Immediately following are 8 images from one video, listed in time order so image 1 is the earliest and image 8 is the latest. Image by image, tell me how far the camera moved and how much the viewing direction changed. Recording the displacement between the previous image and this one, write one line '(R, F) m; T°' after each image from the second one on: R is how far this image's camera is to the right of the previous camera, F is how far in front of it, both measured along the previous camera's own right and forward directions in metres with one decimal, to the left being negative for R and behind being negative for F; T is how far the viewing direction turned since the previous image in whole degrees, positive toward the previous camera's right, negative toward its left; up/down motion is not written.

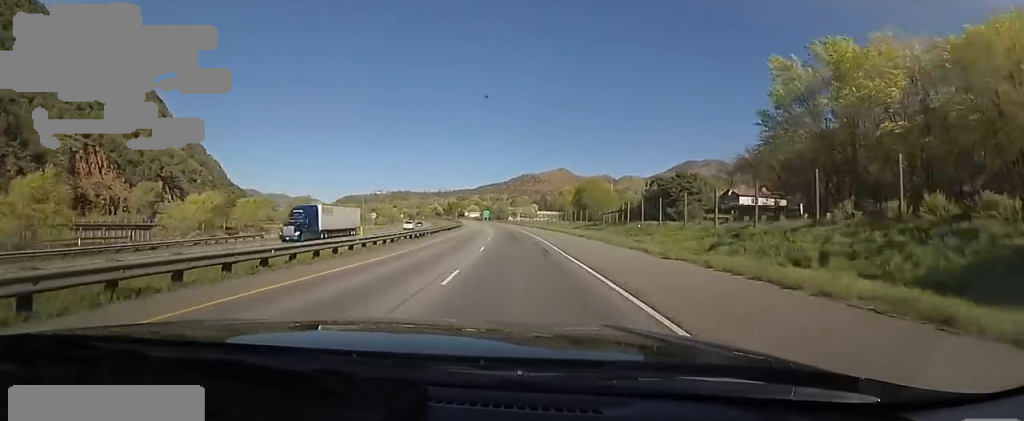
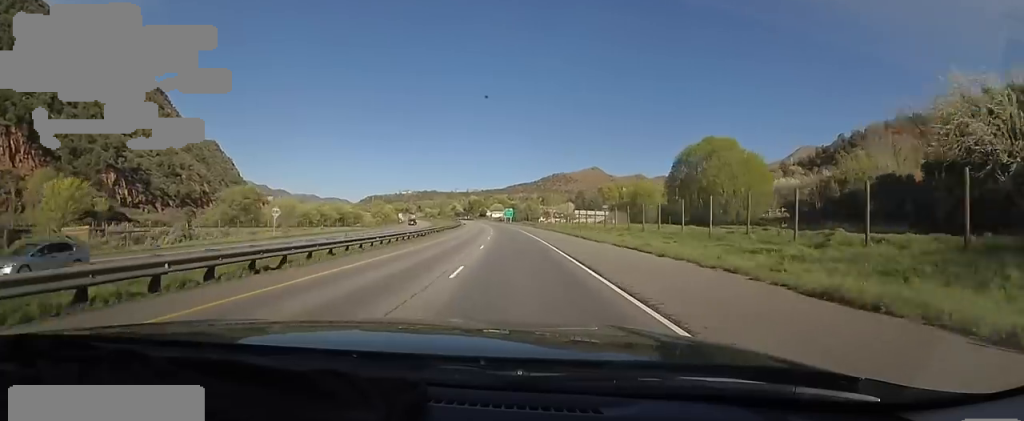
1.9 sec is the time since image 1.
(-2.4, +57.9) m; -4°
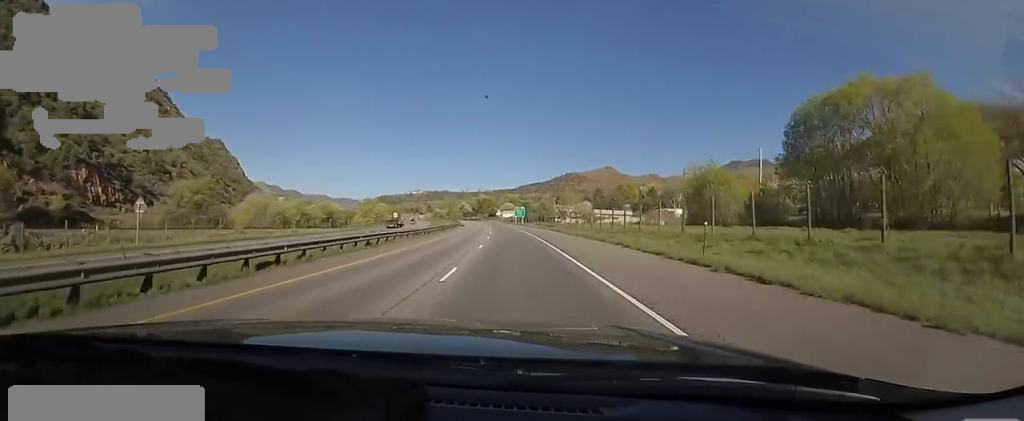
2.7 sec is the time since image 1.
(+0.1, +24.9) m; -3°
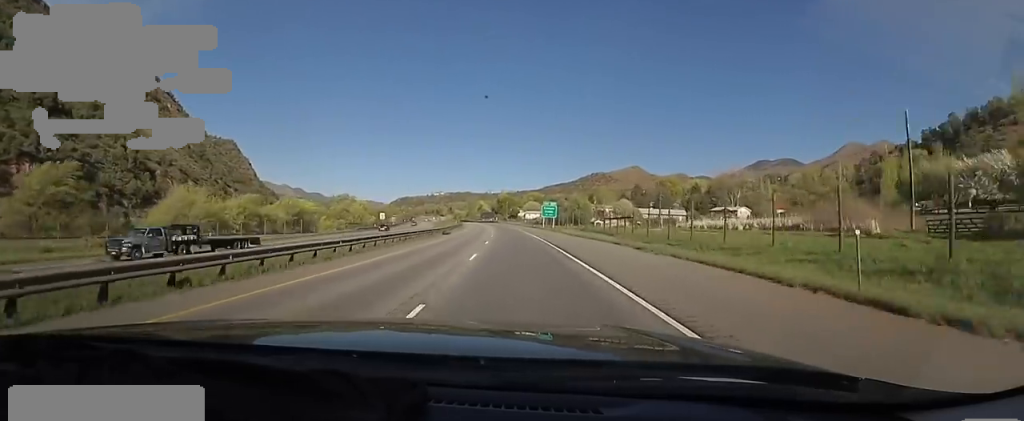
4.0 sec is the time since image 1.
(-1.7, +41.7) m; -2°
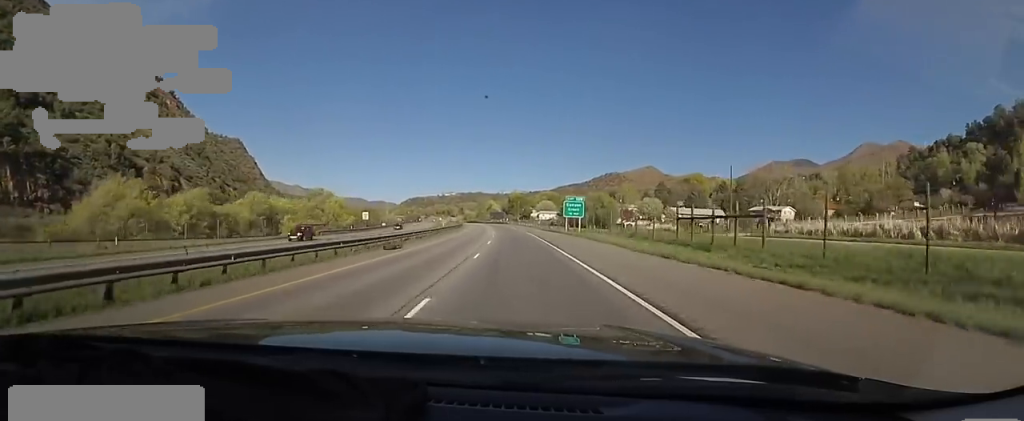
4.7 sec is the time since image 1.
(+0.1, +22.9) m; -1°
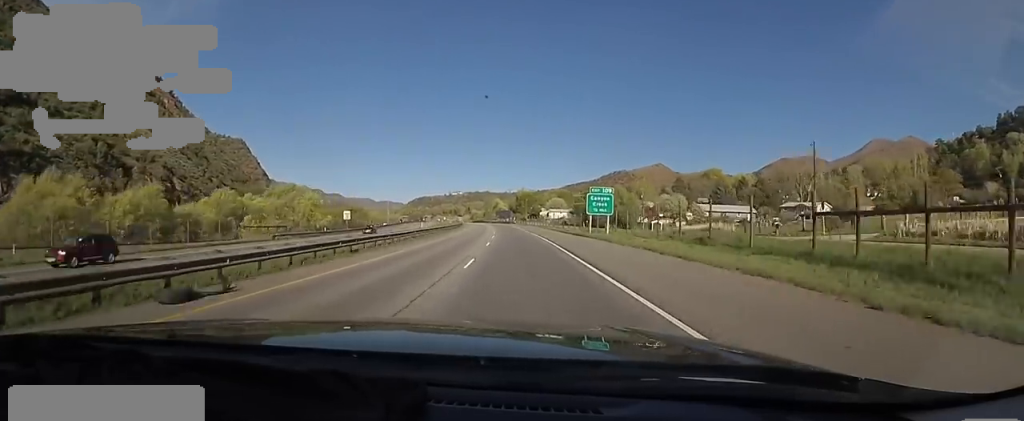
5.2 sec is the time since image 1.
(-0.5, +15.6) m; -1°
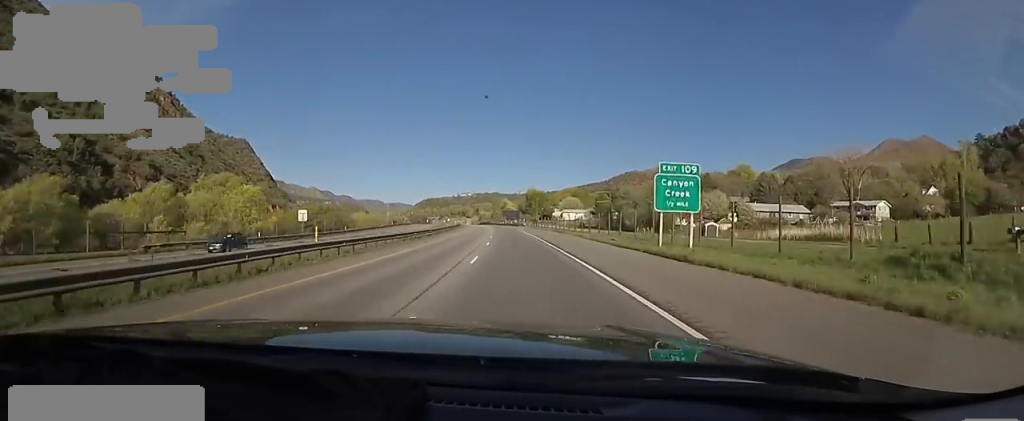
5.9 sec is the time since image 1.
(-0.2, +21.8) m; -2°
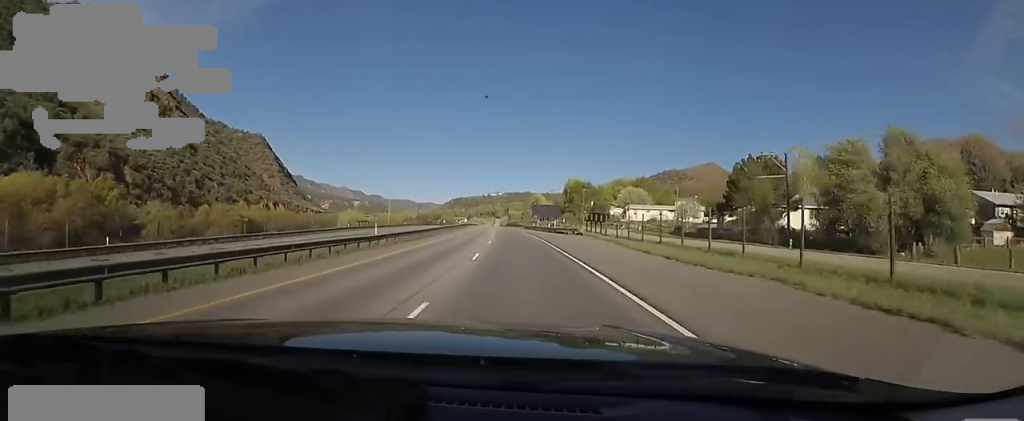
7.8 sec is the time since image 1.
(-2.8, +57.8) m; -4°
